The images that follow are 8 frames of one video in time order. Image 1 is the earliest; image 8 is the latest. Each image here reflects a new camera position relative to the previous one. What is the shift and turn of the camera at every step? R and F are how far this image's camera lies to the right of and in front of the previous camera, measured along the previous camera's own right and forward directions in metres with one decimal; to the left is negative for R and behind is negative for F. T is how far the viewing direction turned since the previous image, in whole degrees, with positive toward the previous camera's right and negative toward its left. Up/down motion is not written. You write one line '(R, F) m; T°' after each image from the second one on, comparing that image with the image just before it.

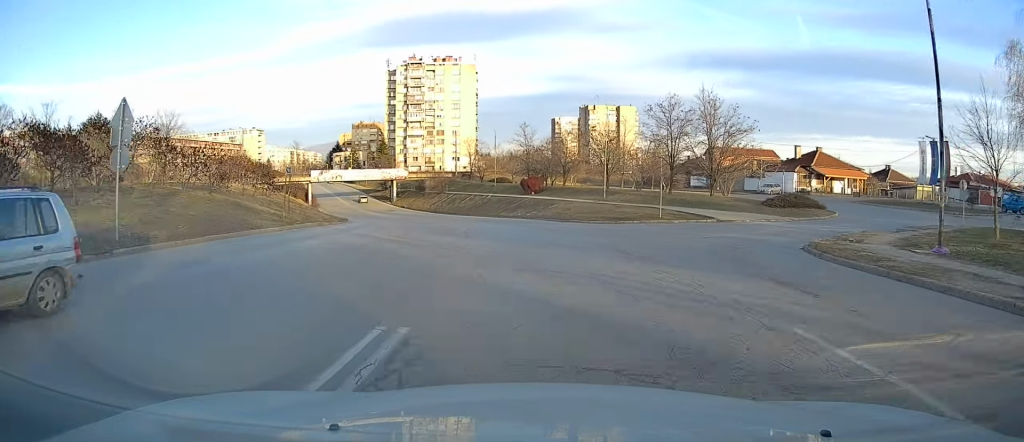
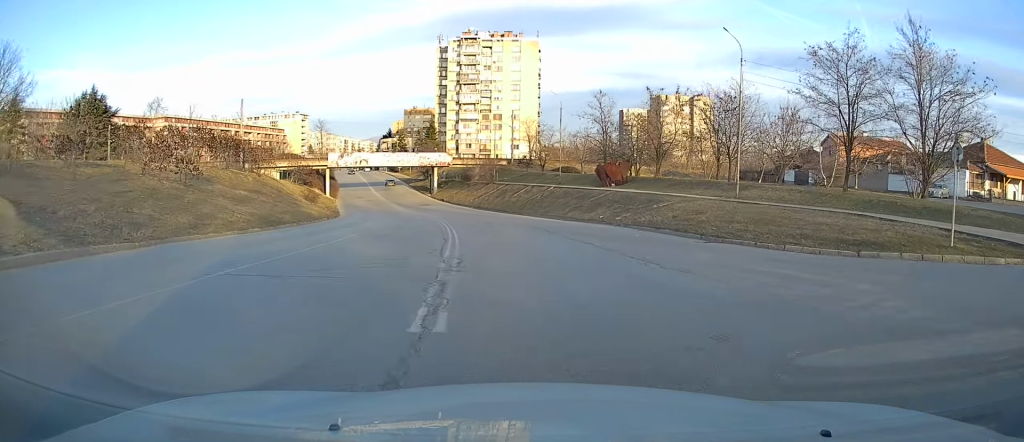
(-1.4, +22.7) m; -9°
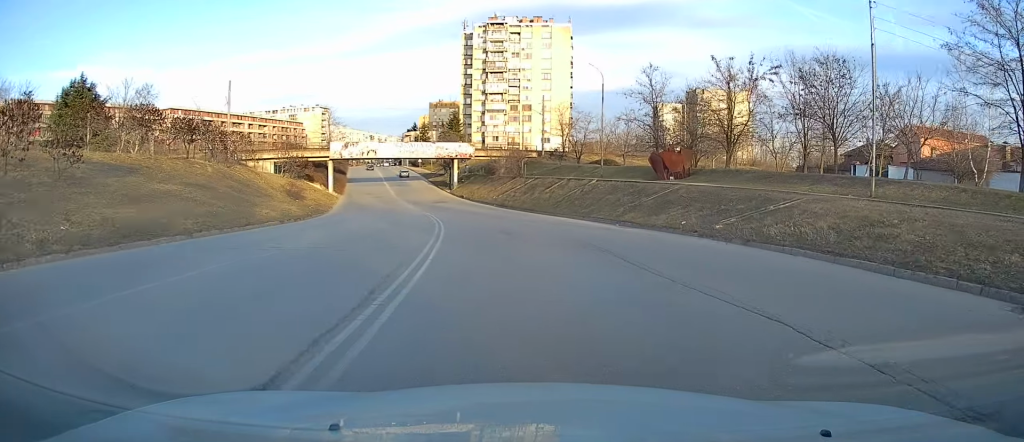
(-0.4, +12.3) m; -2°
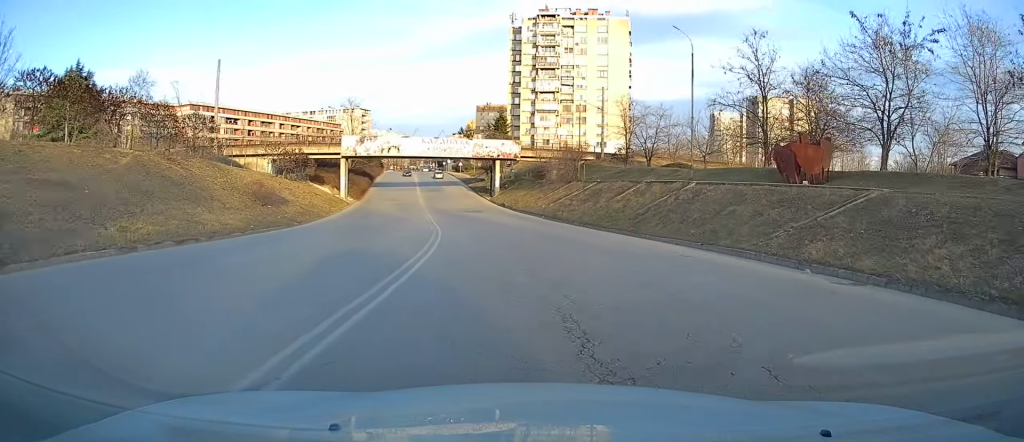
(0.0, +14.9) m; -4°
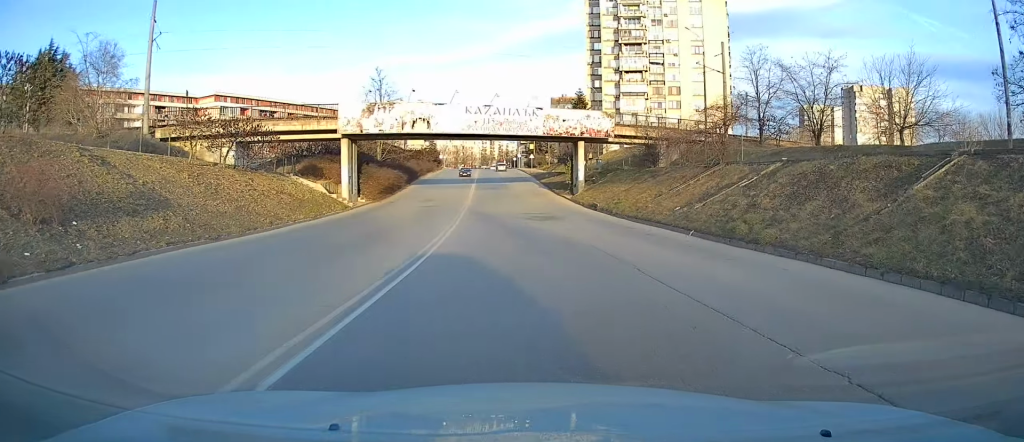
(-1.9, +23.0) m; -7°
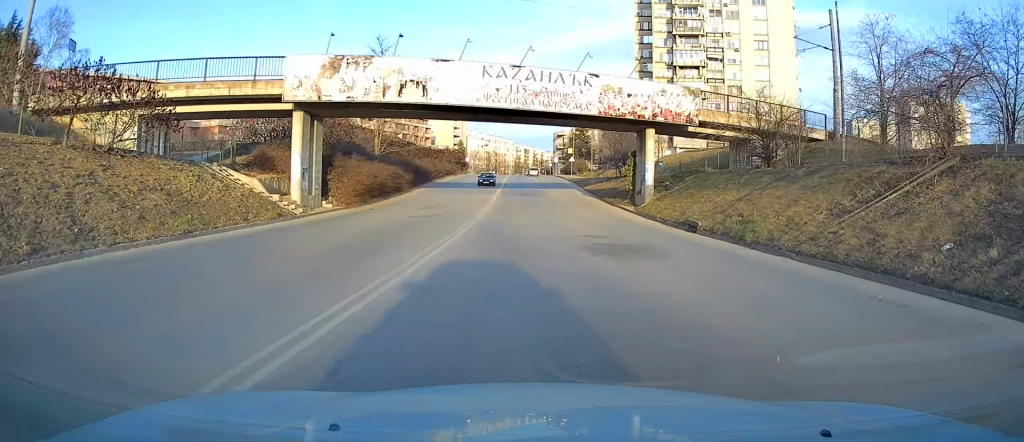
(-0.4, +15.2) m; -2°
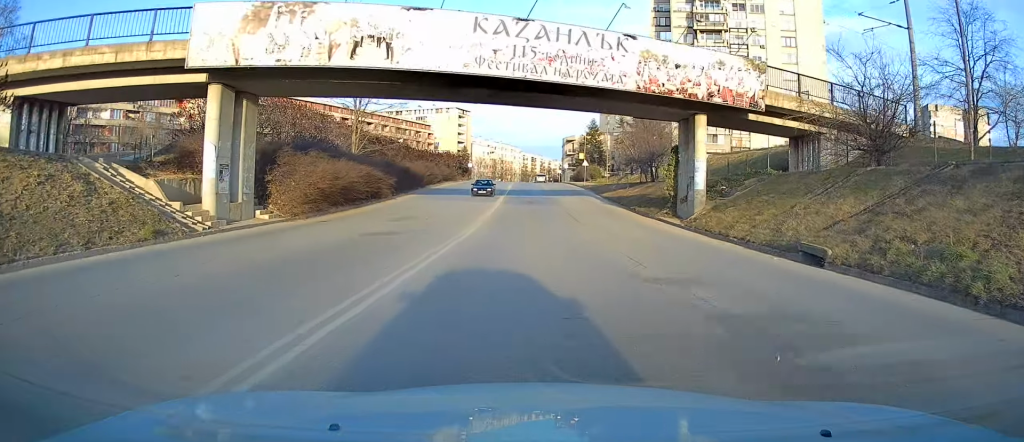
(-0.1, +8.8) m; 0°
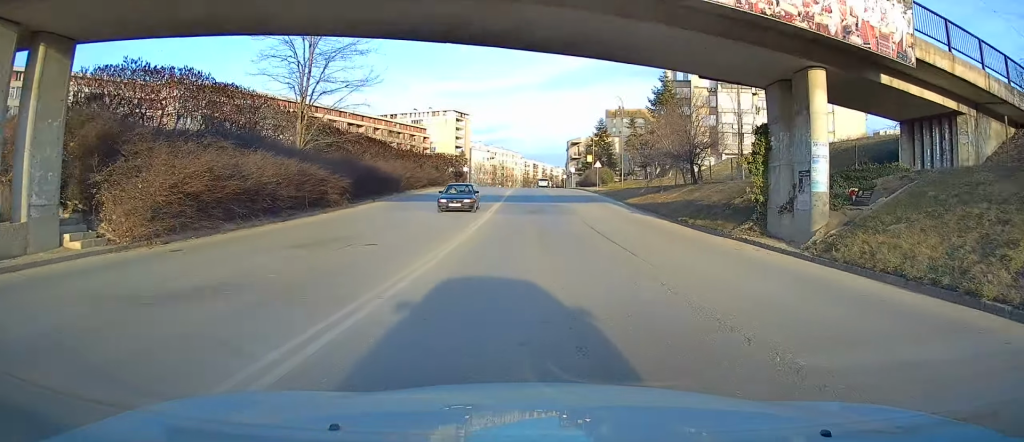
(+0.2, +10.8) m; 0°
